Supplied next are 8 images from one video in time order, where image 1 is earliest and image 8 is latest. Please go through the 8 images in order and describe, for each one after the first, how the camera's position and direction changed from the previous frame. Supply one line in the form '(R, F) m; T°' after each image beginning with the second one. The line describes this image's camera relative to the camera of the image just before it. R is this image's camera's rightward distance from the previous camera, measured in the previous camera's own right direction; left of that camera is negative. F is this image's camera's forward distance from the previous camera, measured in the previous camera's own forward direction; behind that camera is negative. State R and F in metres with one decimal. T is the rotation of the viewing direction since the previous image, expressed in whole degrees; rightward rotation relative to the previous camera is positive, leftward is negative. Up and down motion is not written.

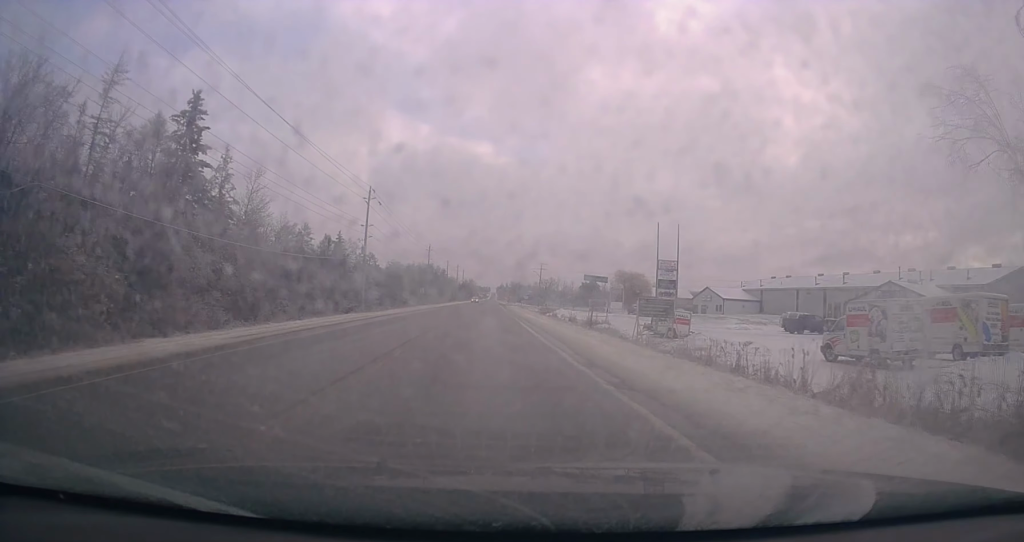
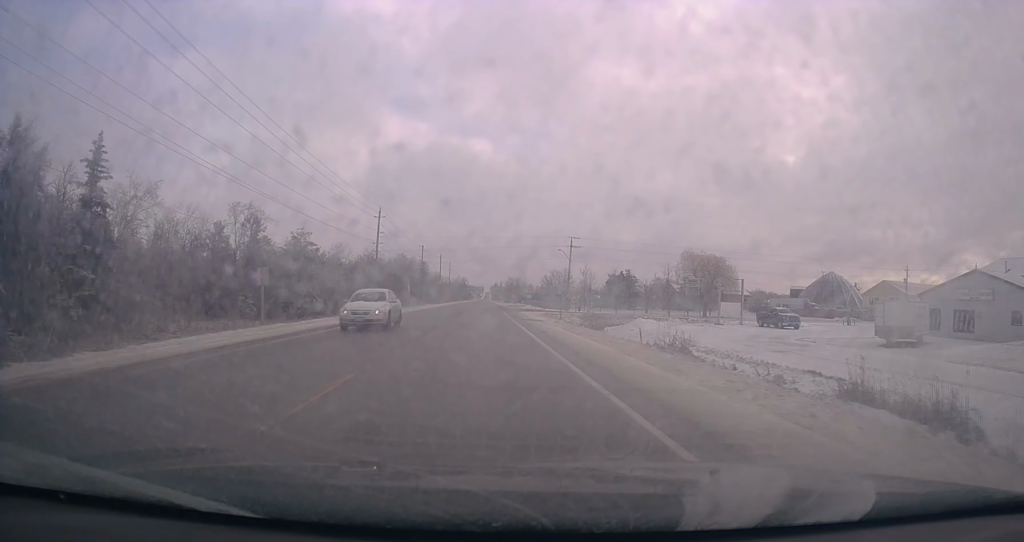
(+0.9, +60.0) m; +2°
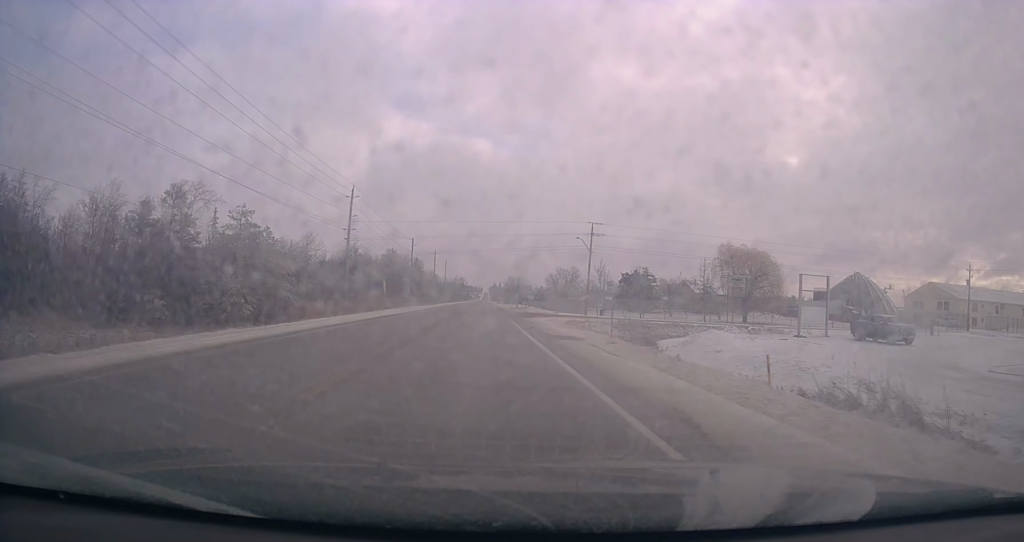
(-0.1, +17.2) m; -1°
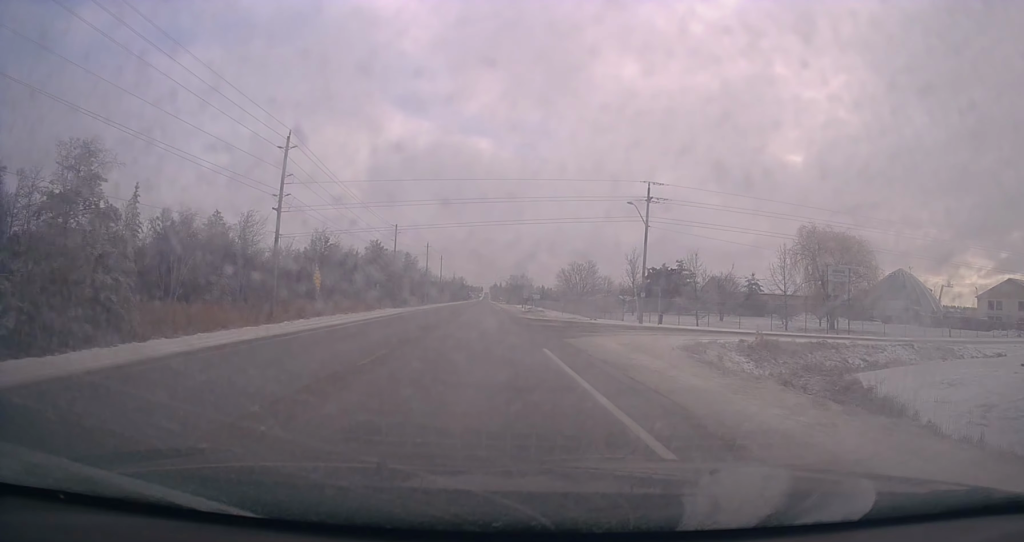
(-0.5, +24.0) m; -1°
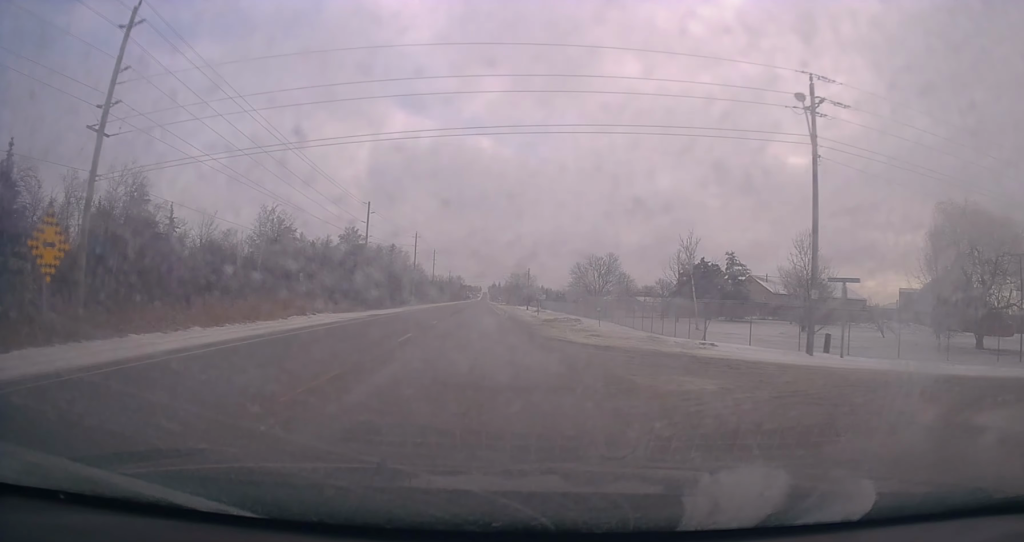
(+0.3, +22.8) m; +2°
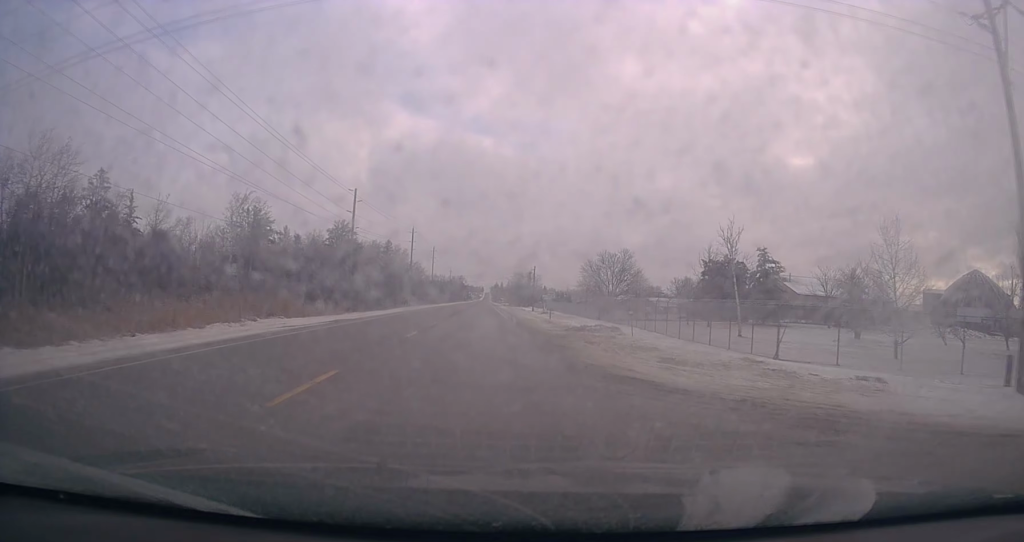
(+0.1, +10.2) m; +1°
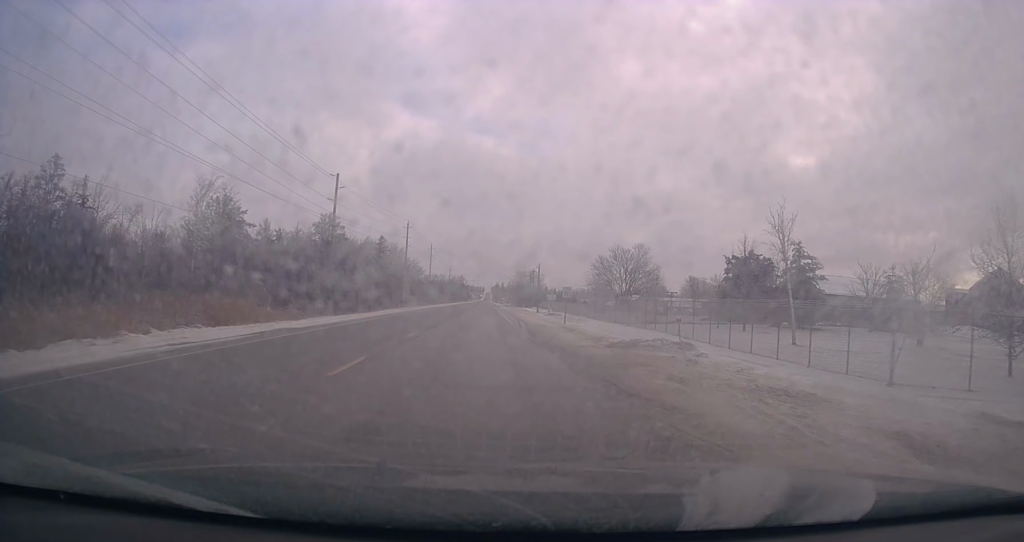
(0.0, +8.4) m; -1°
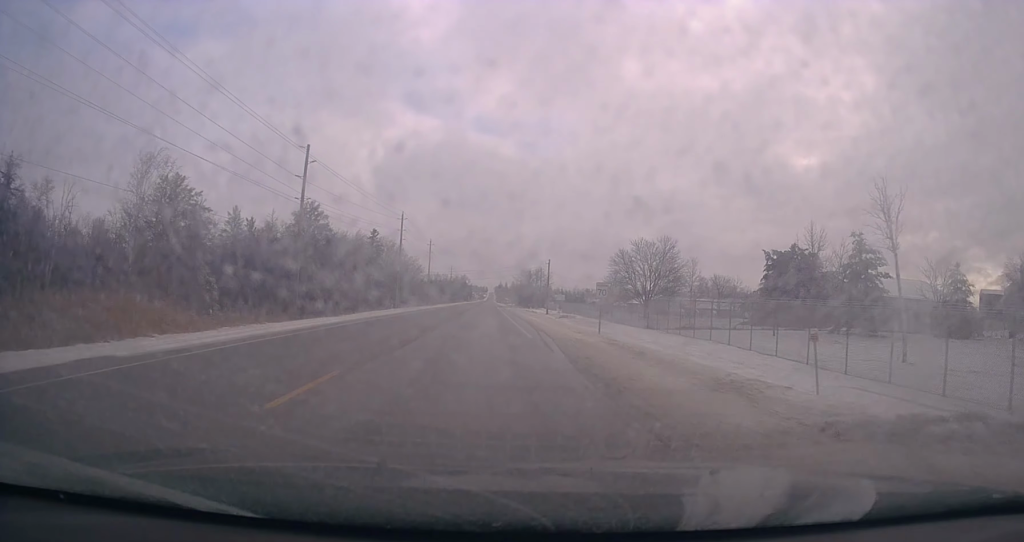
(+0.1, +11.9) m; -1°
